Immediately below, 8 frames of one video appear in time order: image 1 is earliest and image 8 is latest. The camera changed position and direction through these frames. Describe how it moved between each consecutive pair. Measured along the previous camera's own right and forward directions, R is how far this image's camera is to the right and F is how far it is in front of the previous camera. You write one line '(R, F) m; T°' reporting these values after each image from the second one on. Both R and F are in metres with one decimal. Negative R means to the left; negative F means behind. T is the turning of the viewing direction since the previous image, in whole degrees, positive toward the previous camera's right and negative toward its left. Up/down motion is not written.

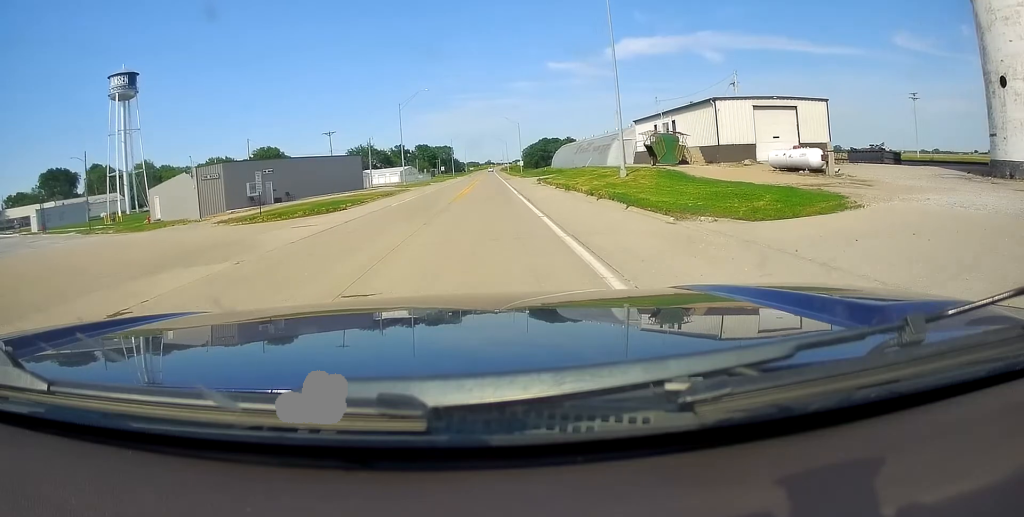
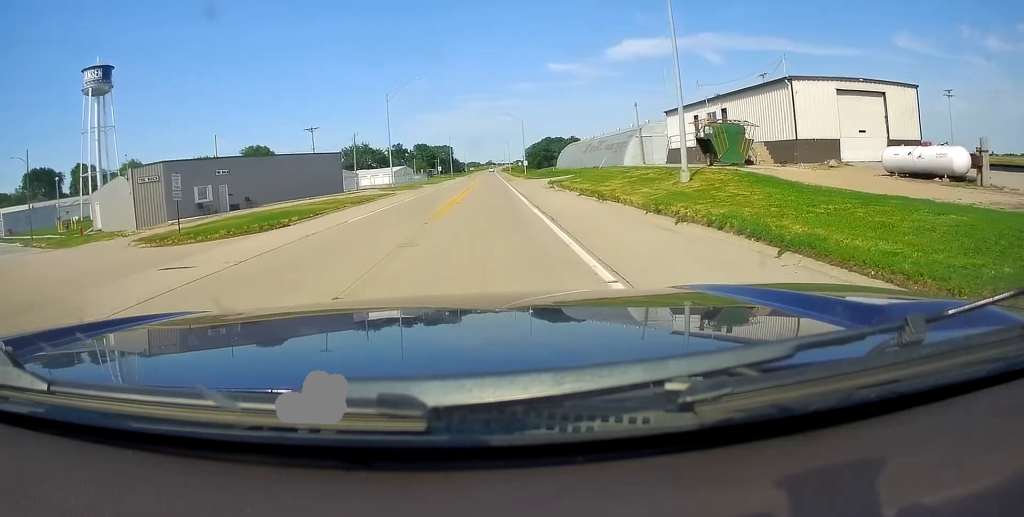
(-0.1, +10.7) m; +1°
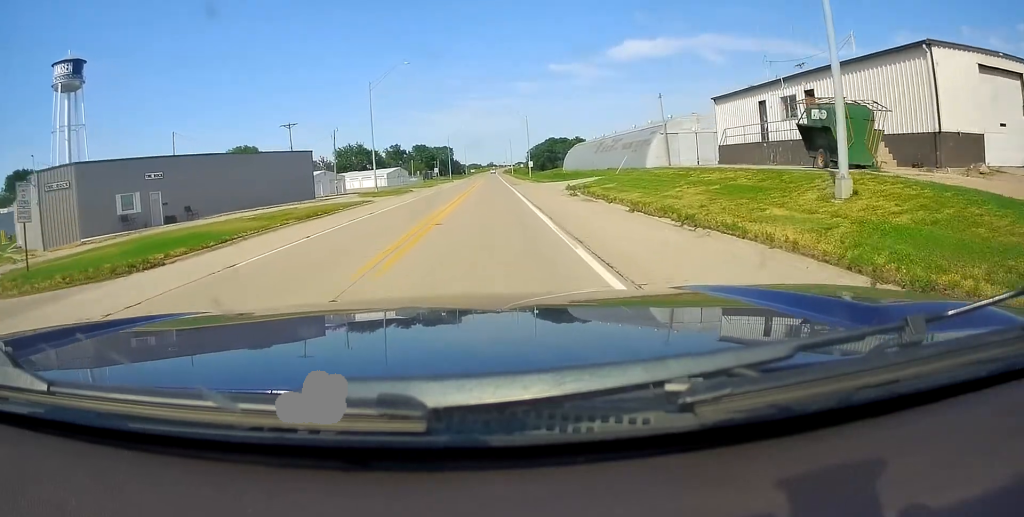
(+0.4, +10.9) m; +1°
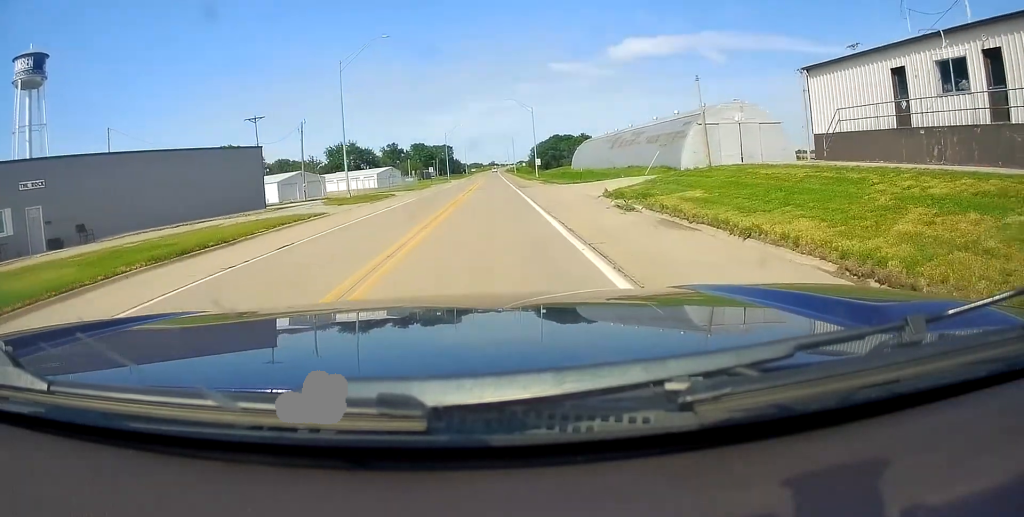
(+0.1, +12.3) m; 0°
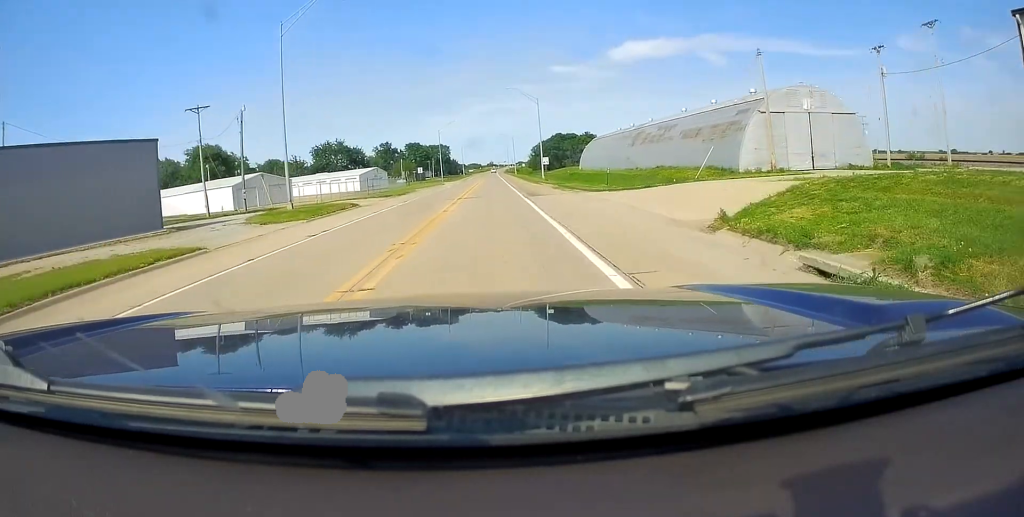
(-0.1, +13.8) m; -1°
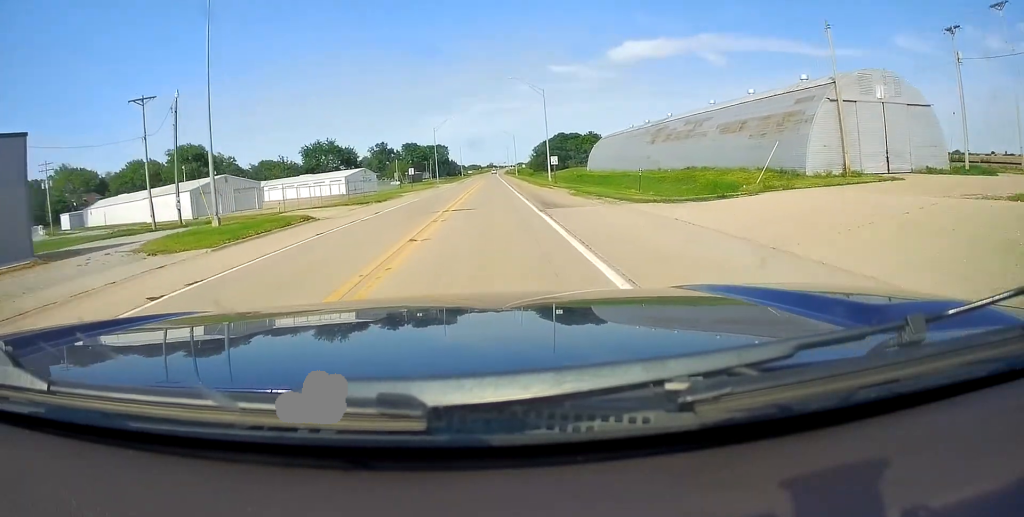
(0.0, +9.5) m; -1°
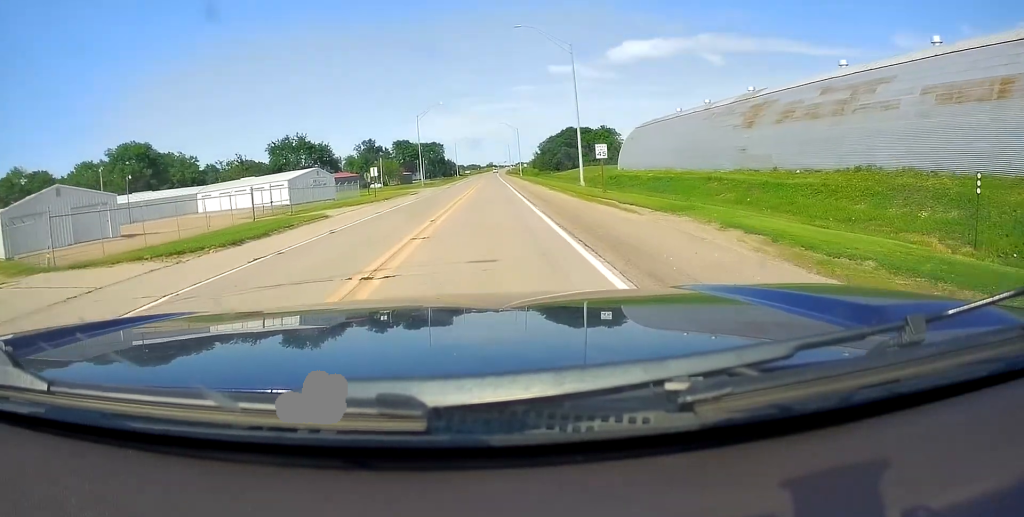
(-0.5, +24.8) m; -1°
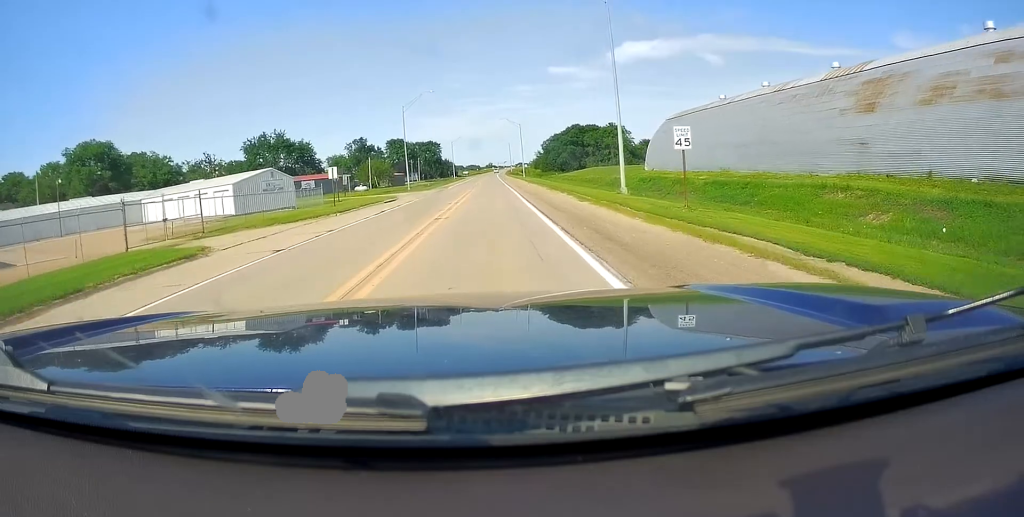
(+0.4, +14.0) m; 0°
